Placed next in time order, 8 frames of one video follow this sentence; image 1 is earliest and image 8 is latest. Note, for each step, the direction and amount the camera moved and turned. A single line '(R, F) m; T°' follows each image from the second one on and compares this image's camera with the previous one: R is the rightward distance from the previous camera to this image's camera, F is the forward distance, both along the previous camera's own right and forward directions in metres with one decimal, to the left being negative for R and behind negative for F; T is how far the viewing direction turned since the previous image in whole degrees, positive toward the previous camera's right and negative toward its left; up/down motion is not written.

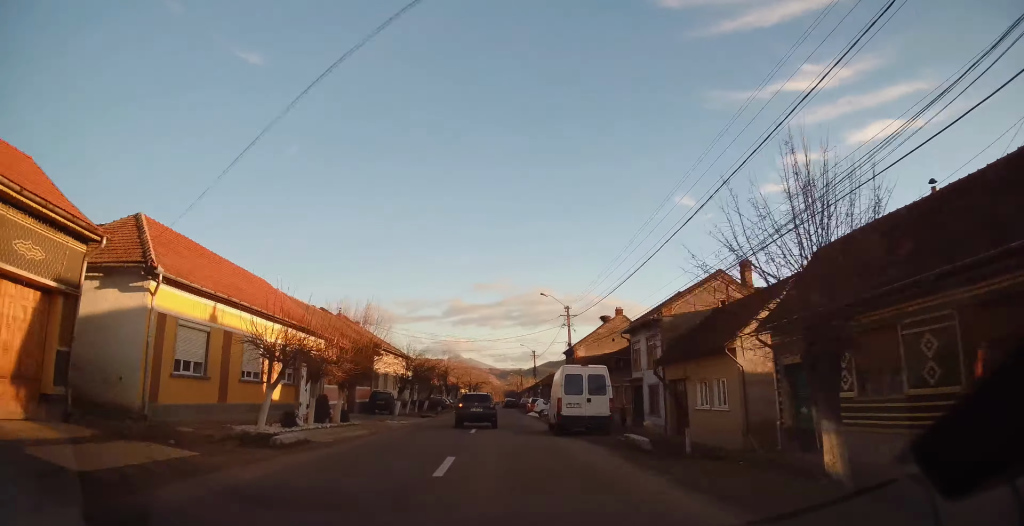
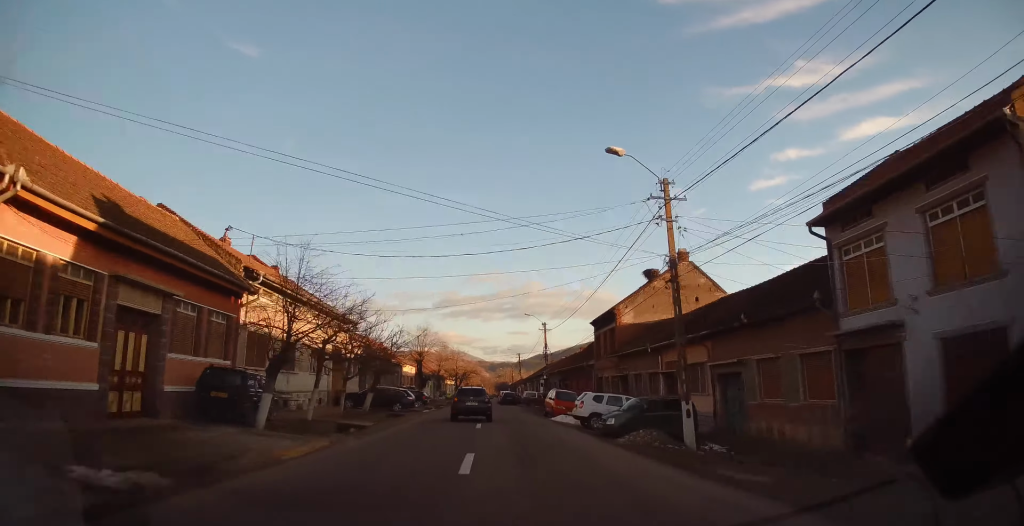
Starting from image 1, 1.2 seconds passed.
(+0.2, +22.7) m; +1°
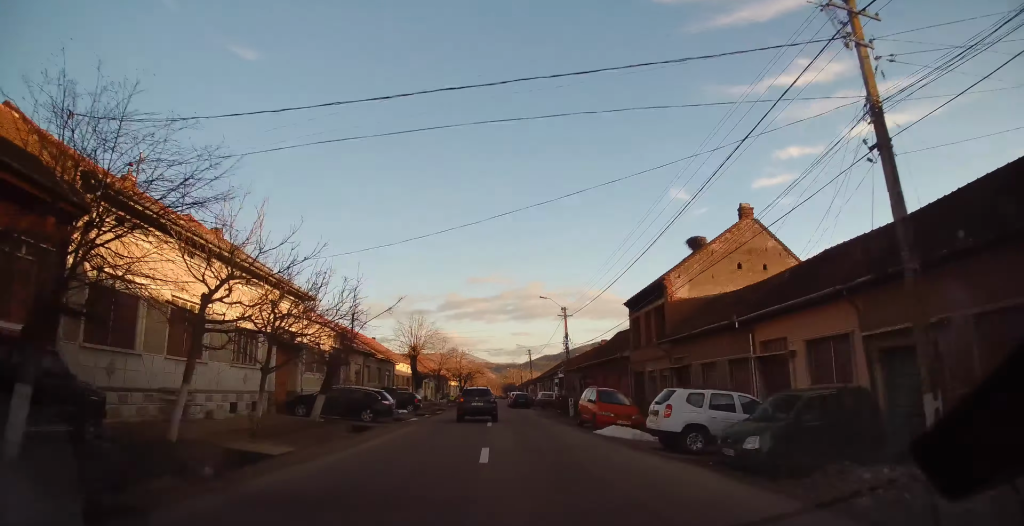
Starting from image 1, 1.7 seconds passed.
(+0.2, +9.6) m; 0°
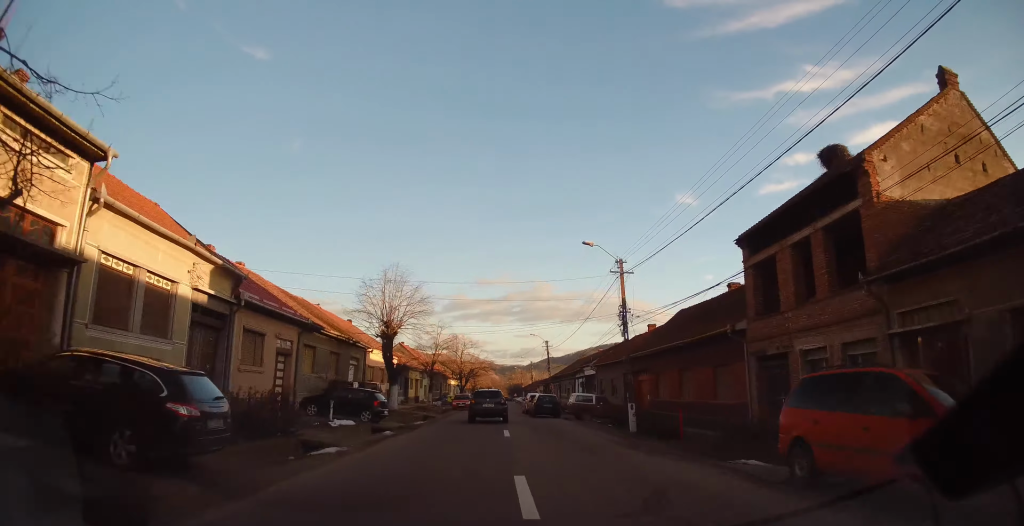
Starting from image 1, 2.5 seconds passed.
(-0.2, +15.5) m; -1°
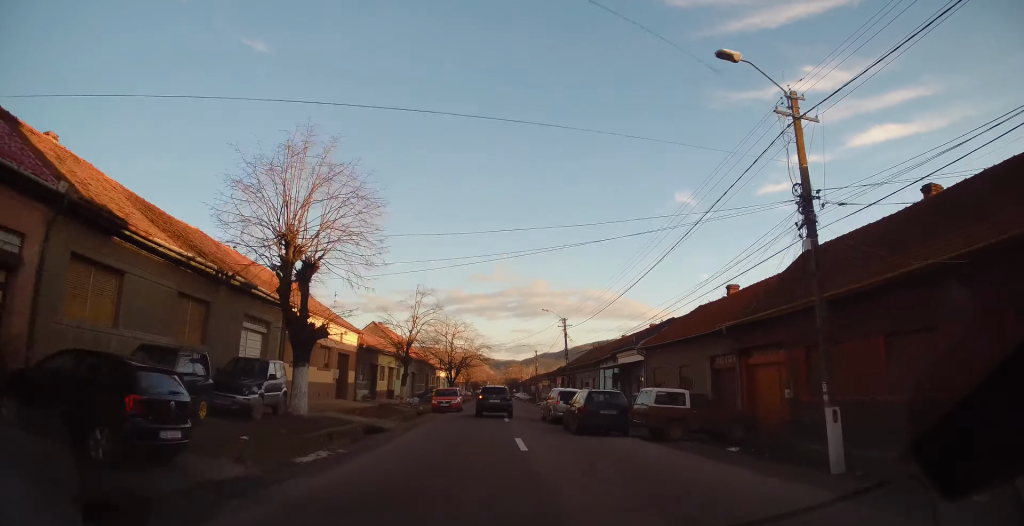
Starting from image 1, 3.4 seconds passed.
(-0.1, +16.2) m; 0°
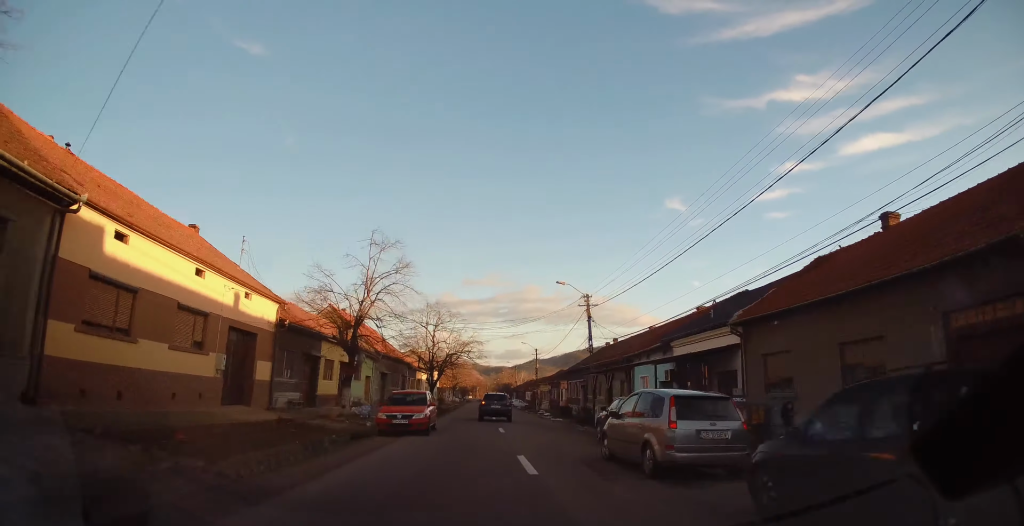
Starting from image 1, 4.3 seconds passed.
(+0.2, +15.3) m; +2°
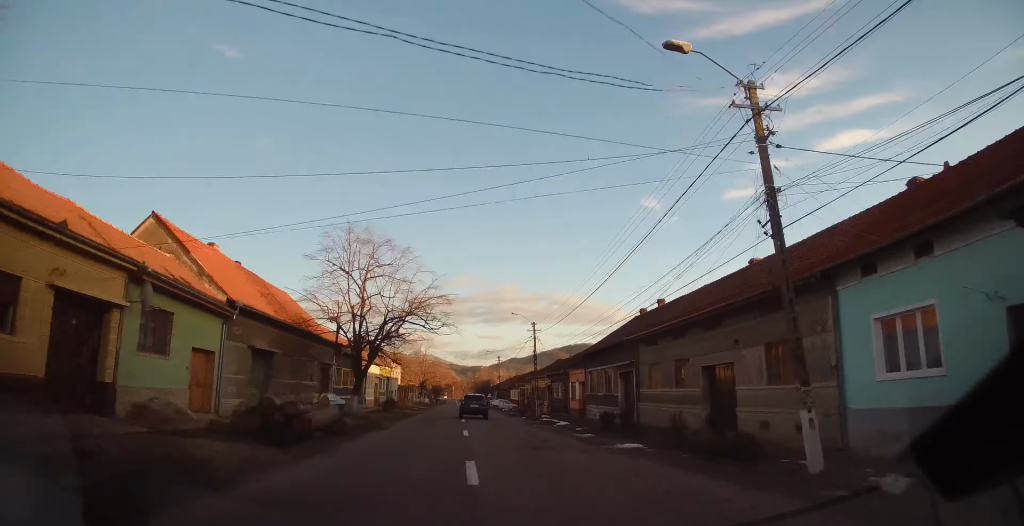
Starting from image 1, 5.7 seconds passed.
(+0.8, +25.7) m; +2°
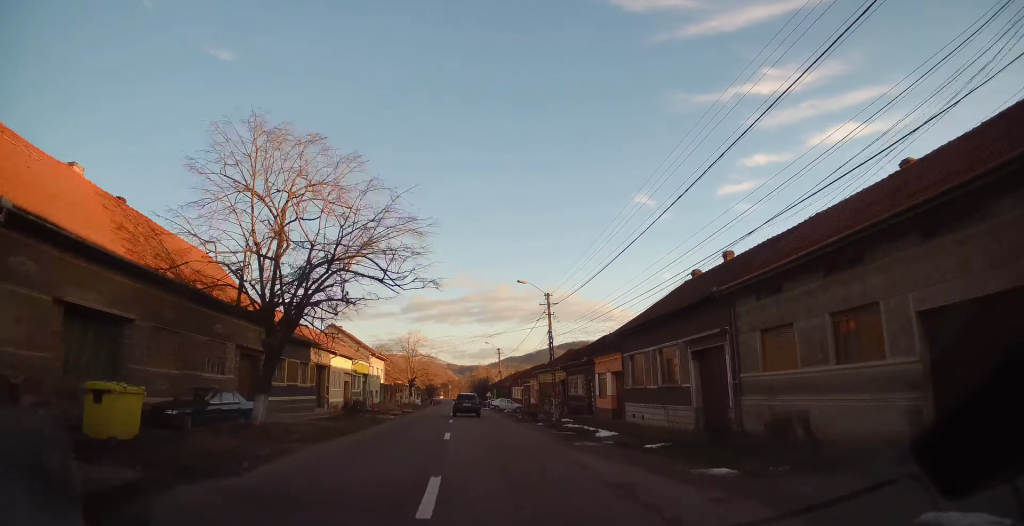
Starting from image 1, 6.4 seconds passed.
(-0.1, +13.1) m; -1°
